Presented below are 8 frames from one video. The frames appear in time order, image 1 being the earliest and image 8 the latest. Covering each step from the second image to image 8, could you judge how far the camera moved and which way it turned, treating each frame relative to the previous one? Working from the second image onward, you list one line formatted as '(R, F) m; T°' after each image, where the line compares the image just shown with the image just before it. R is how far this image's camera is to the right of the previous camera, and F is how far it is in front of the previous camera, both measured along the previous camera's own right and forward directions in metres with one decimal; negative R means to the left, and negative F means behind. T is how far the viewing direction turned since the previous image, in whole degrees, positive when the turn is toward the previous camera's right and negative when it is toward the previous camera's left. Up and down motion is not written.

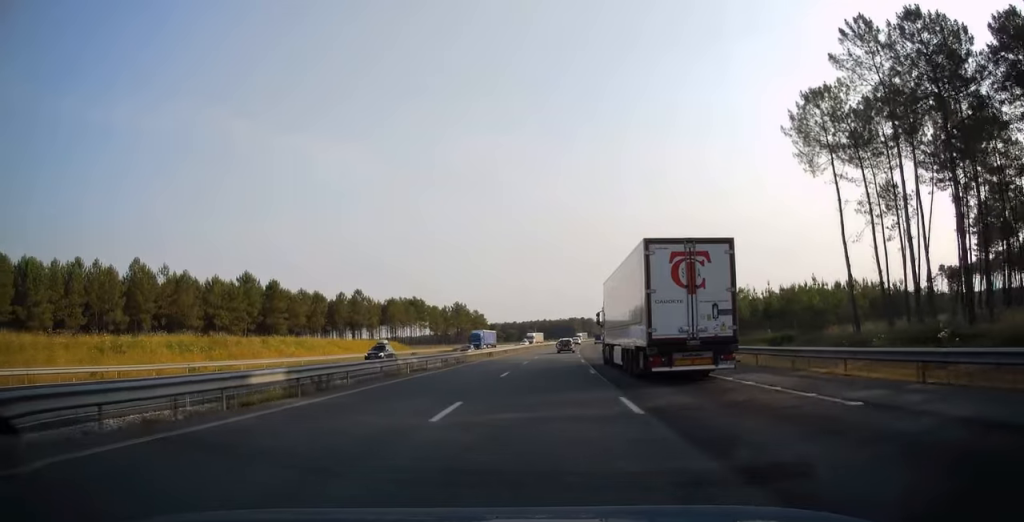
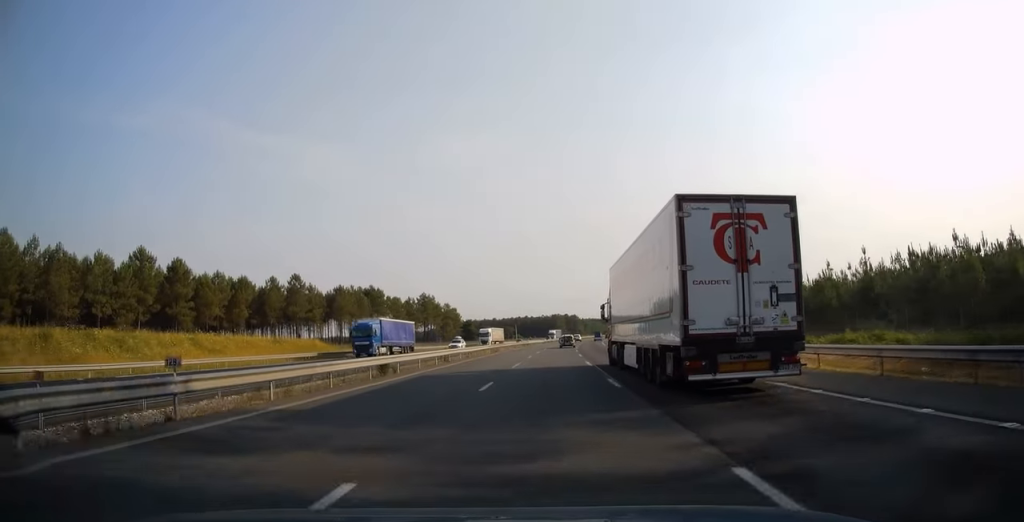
(+0.5, +33.8) m; +2°
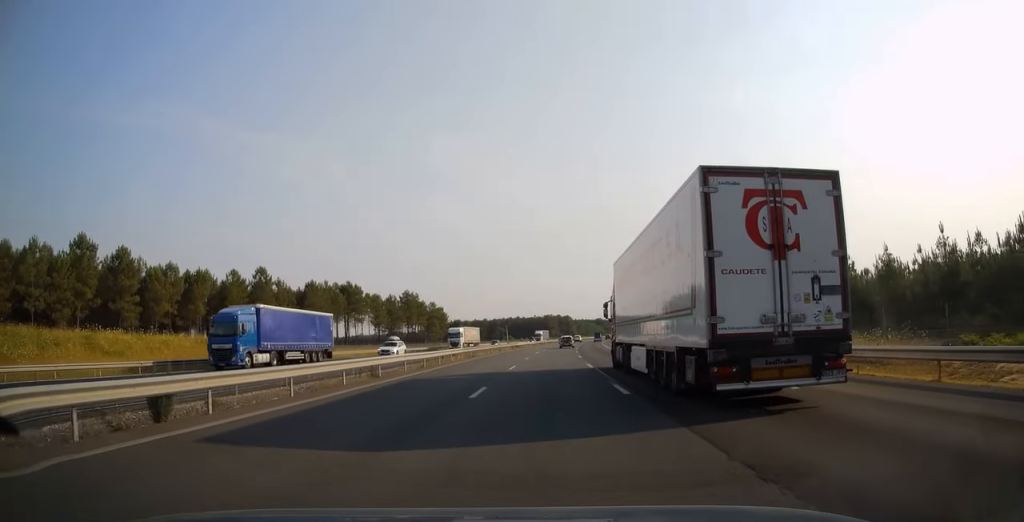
(+0.2, +14.7) m; +1°
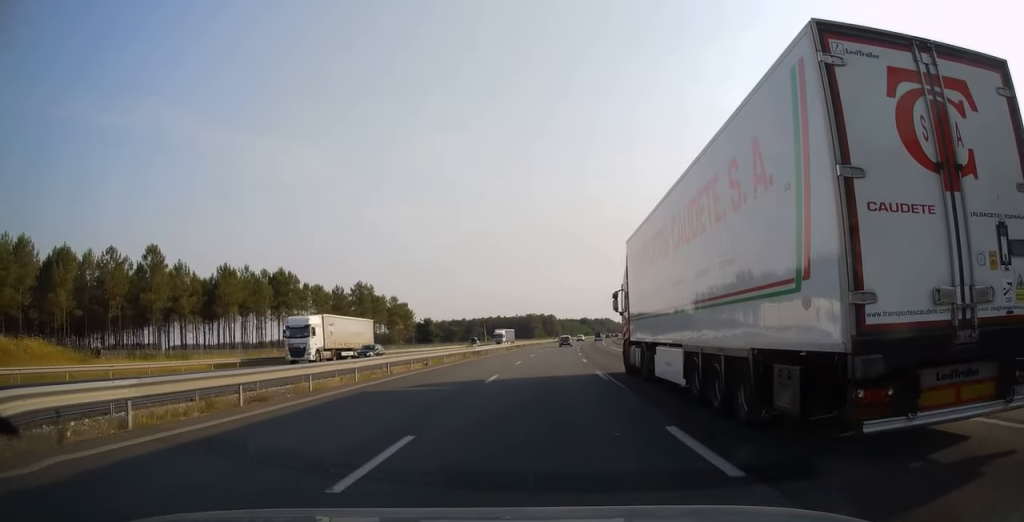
(+0.6, +34.3) m; +2°
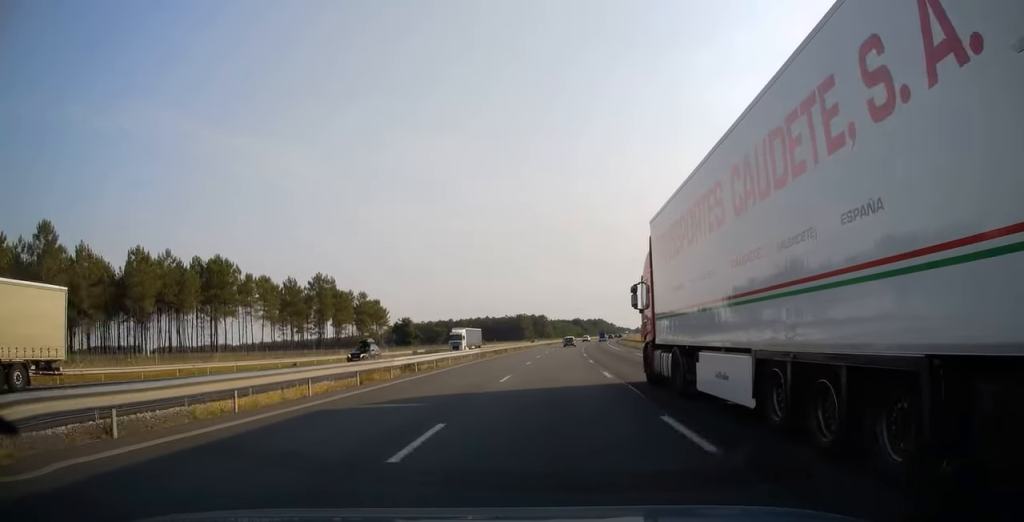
(+0.2, +24.5) m; +1°
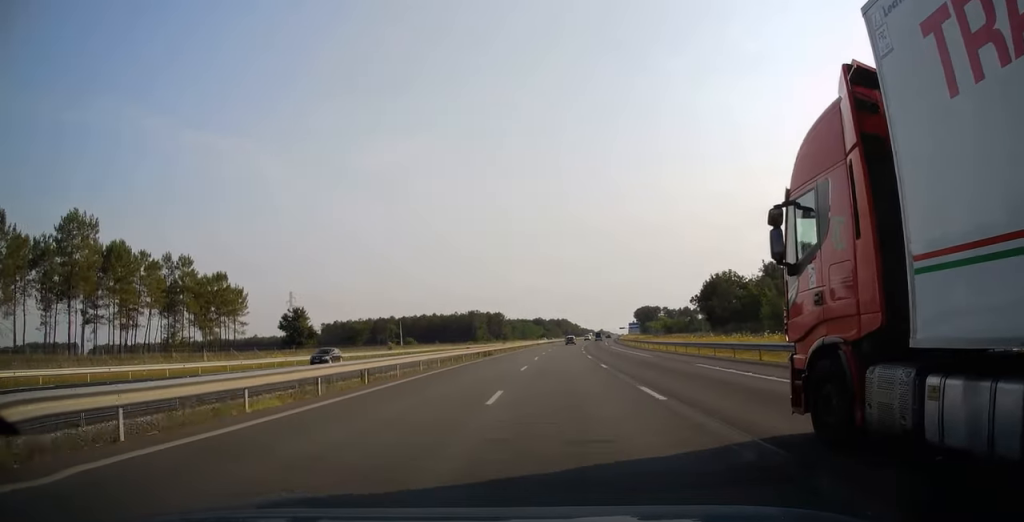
(+2.0, +71.9) m; +4°
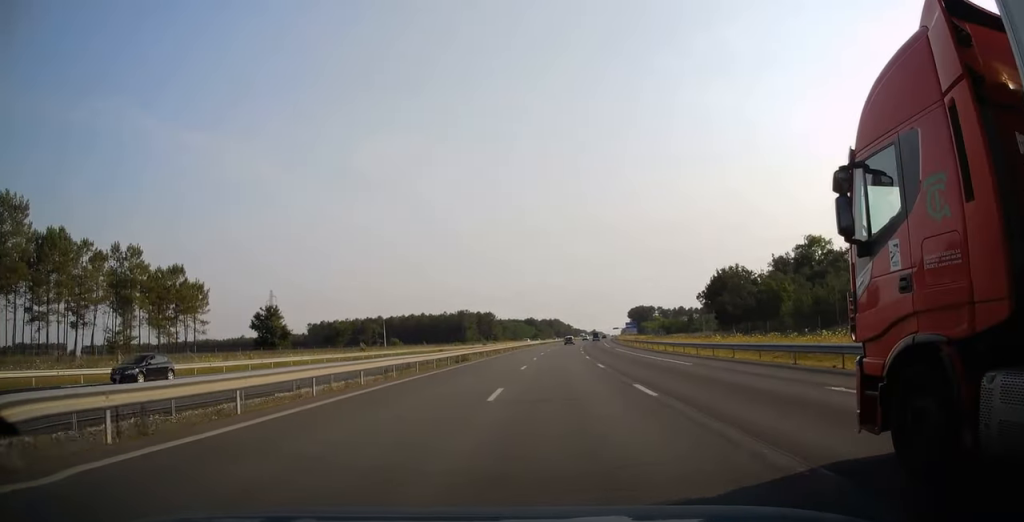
(+0.1, +12.2) m; +1°
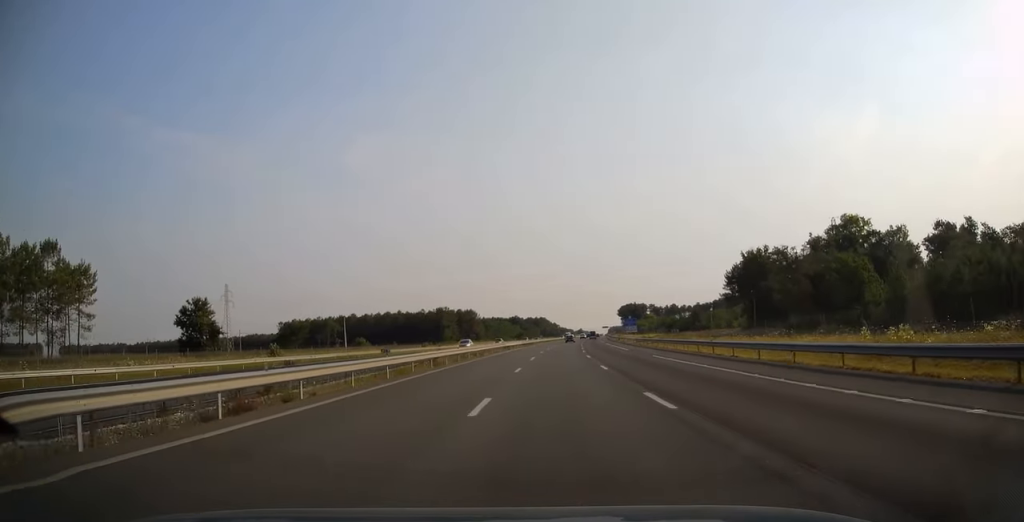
(+0.3, +28.4) m; +1°
